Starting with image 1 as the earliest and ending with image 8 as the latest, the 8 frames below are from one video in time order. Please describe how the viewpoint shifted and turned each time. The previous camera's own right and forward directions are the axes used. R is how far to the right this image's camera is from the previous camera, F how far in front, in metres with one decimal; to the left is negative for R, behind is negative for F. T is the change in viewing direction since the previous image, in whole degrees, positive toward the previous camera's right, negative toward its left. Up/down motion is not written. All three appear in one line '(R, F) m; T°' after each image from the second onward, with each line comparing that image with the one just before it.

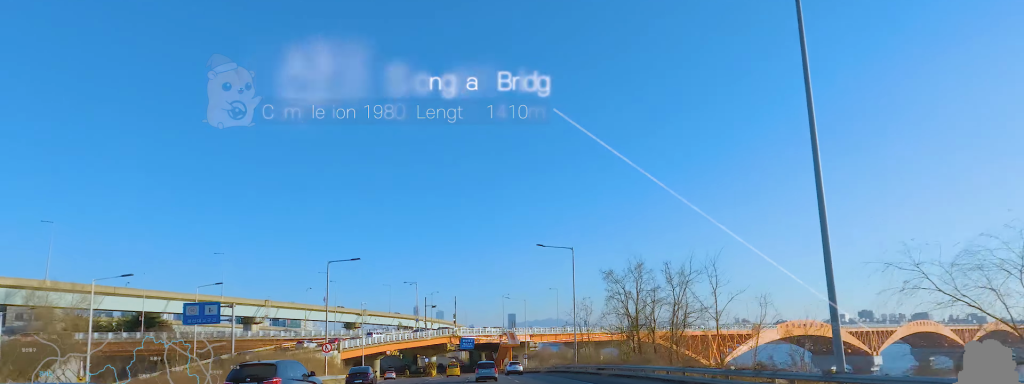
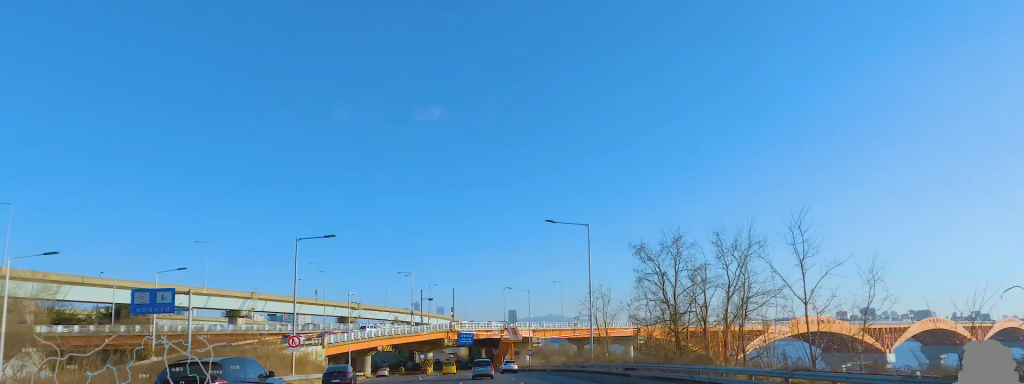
(0.0, +8.0) m; 0°
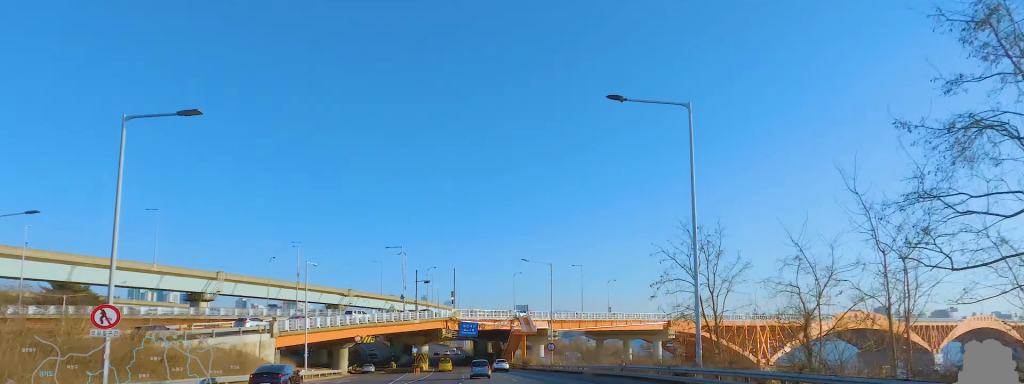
(0.0, +20.5) m; -1°
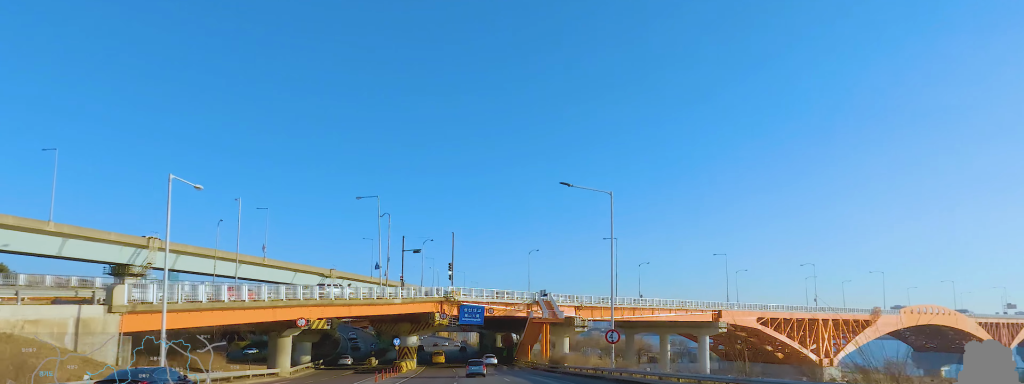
(-0.5, +25.5) m; -3°
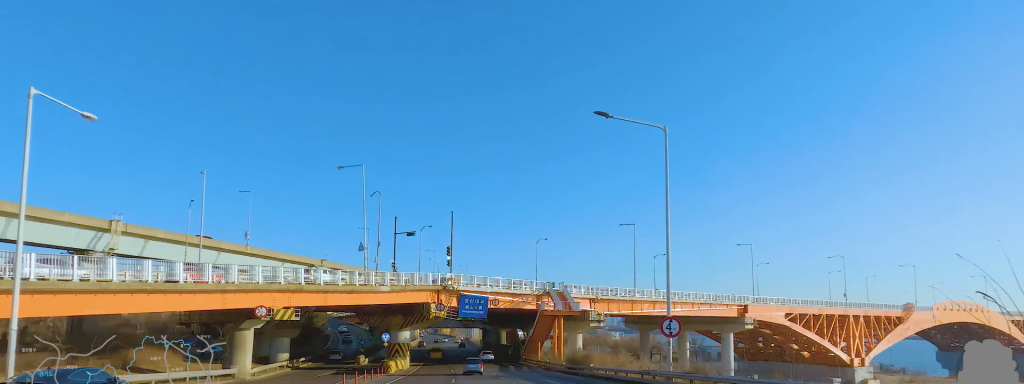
(-0.4, +9.6) m; 0°
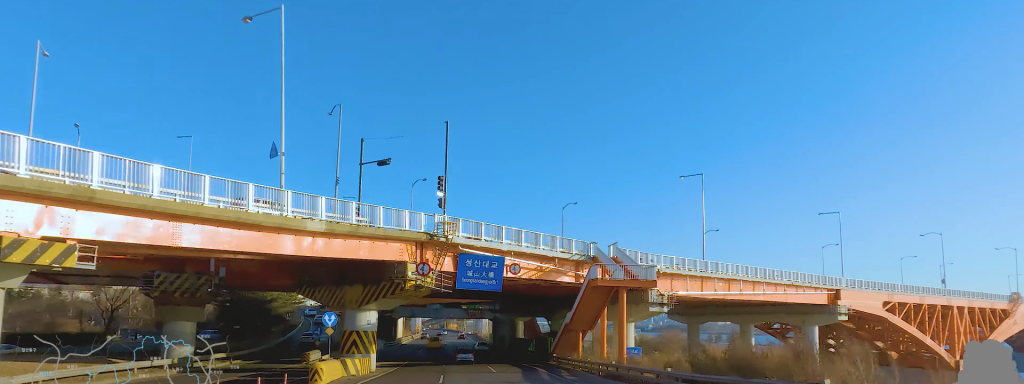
(+0.3, +23.5) m; 0°
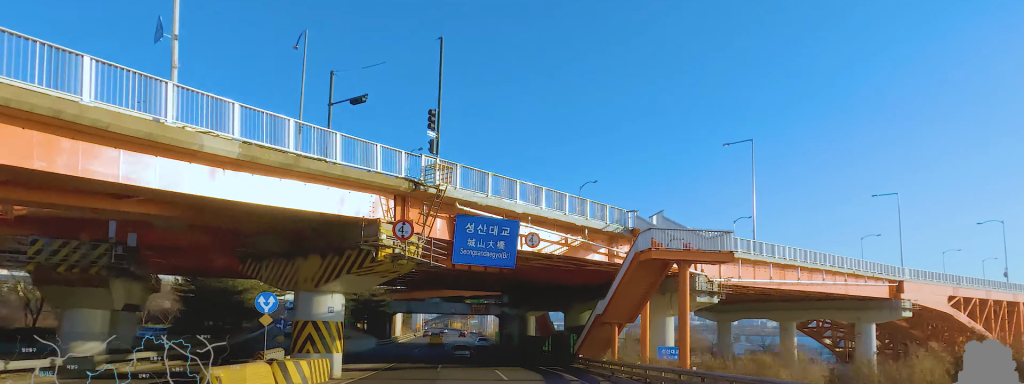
(0.0, +10.4) m; -1°
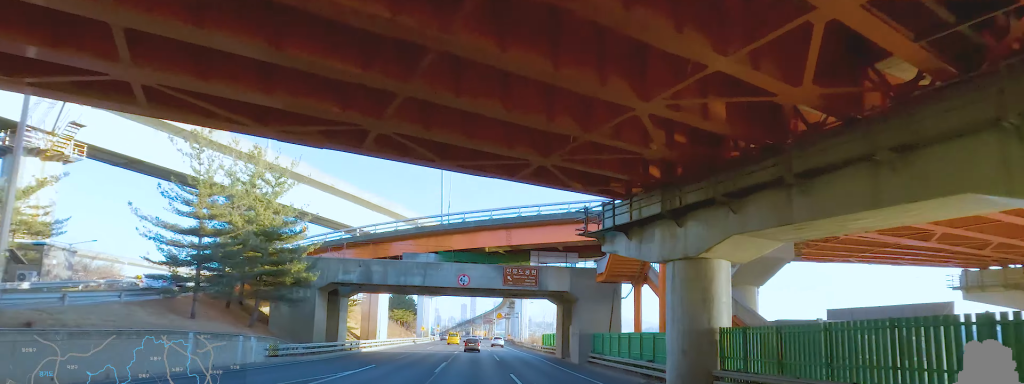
(-2.8, +46.3) m; -3°
